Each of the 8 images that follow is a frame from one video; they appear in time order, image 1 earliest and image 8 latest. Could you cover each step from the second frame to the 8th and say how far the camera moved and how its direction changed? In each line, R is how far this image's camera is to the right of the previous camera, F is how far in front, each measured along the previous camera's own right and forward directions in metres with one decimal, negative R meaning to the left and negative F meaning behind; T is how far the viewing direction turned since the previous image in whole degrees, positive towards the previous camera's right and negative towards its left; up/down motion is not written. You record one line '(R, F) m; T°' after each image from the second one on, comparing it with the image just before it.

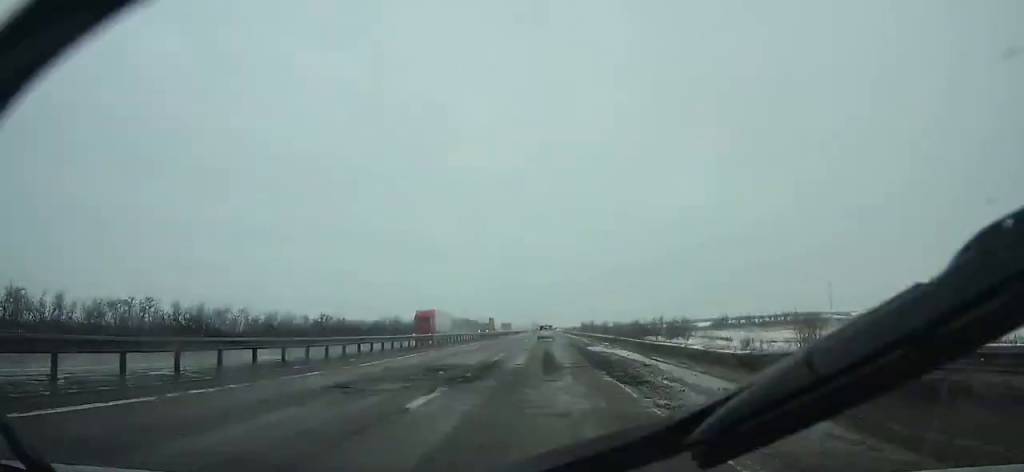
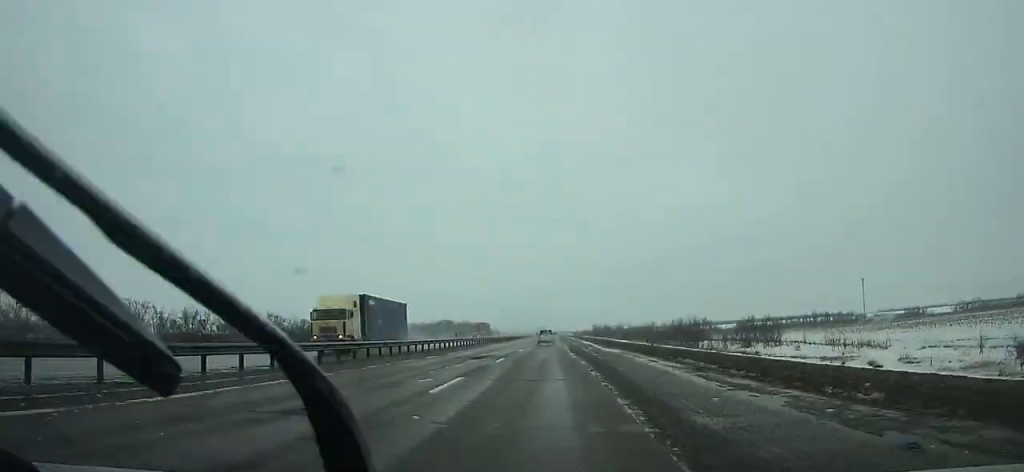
(+0.2, +44.3) m; 0°
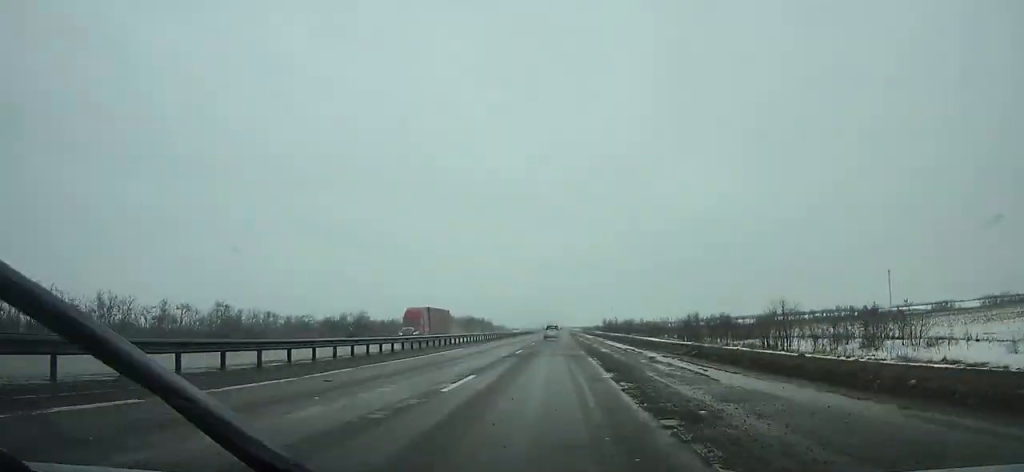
(-0.3, +30.6) m; 0°
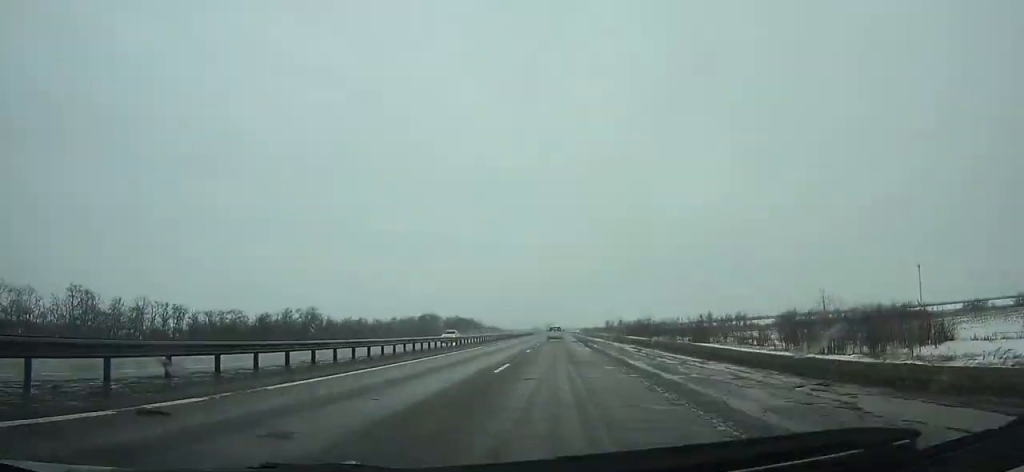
(-0.2, +45.1) m; 0°
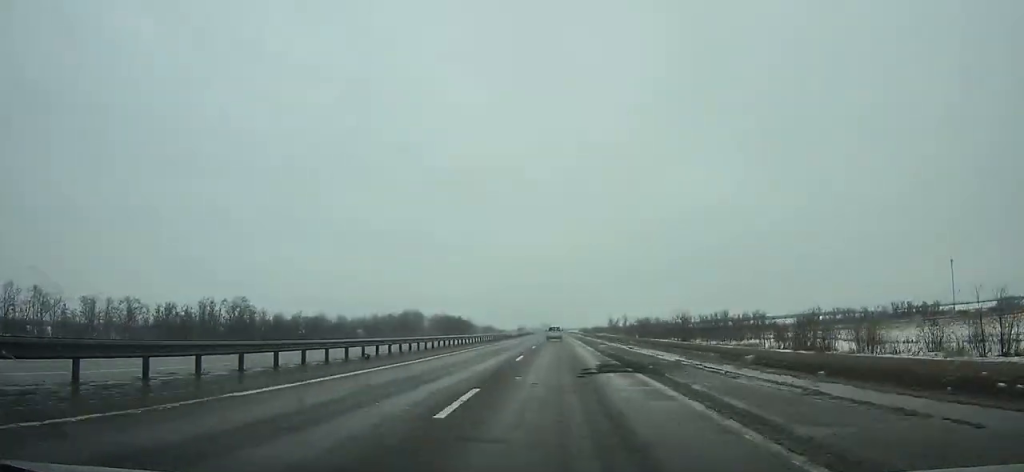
(+0.1, +40.8) m; 0°
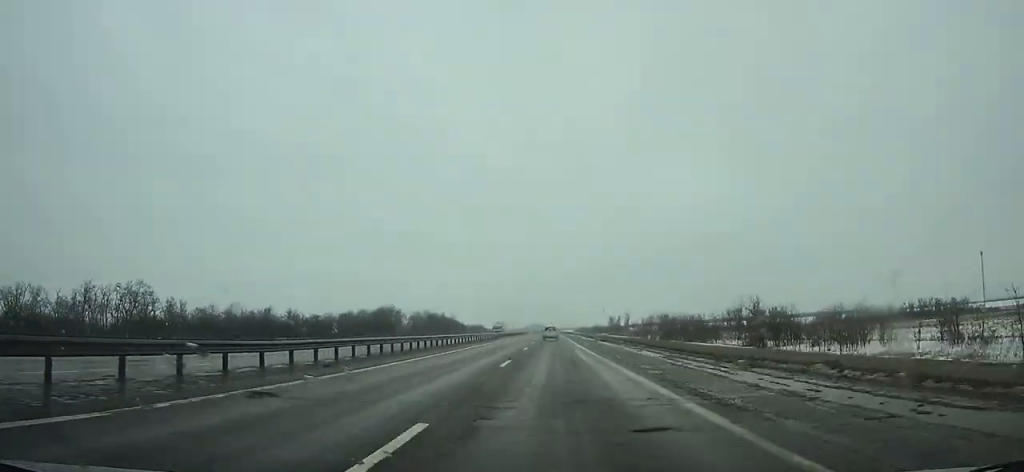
(+0.1, +36.4) m; 0°
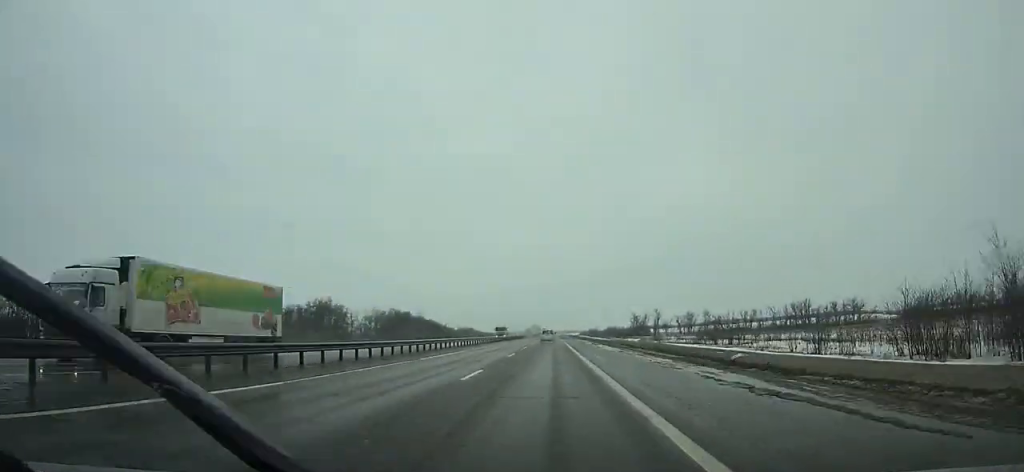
(+0.3, +83.9) m; 0°
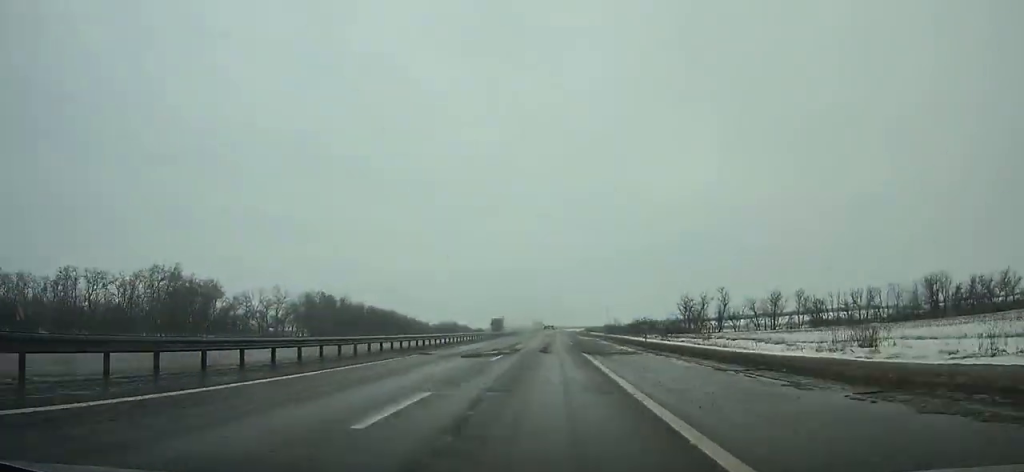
(-0.2, +87.7) m; 0°
